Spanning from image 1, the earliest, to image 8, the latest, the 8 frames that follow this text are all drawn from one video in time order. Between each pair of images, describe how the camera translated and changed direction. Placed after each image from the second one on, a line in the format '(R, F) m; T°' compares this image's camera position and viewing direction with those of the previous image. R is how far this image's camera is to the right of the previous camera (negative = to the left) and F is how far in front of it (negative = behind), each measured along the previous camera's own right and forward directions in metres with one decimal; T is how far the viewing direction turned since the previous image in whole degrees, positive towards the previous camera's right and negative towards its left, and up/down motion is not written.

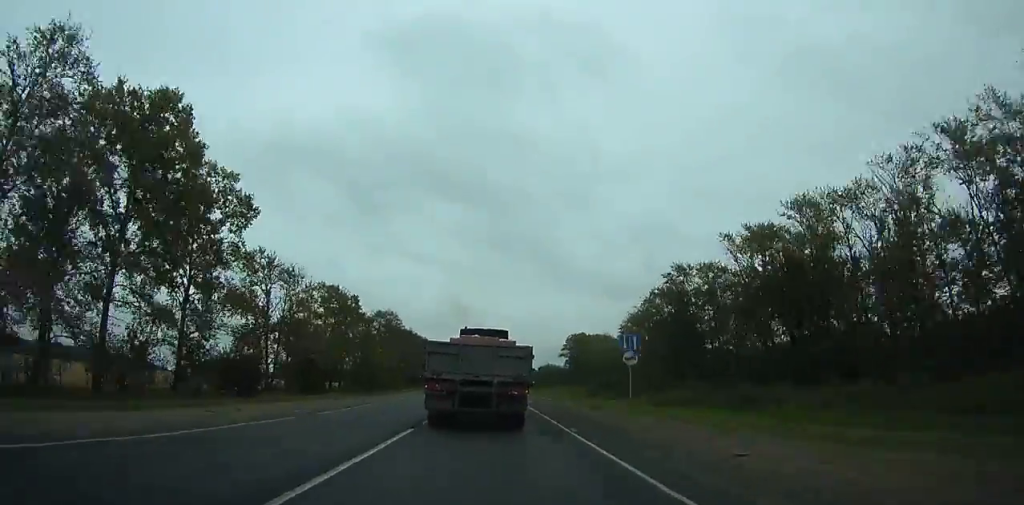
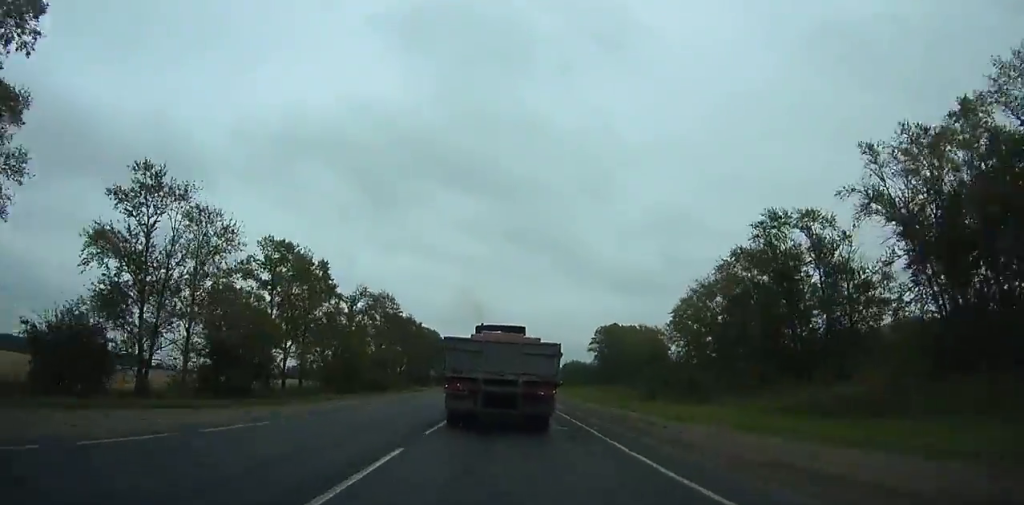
(-0.1, +28.1) m; -1°
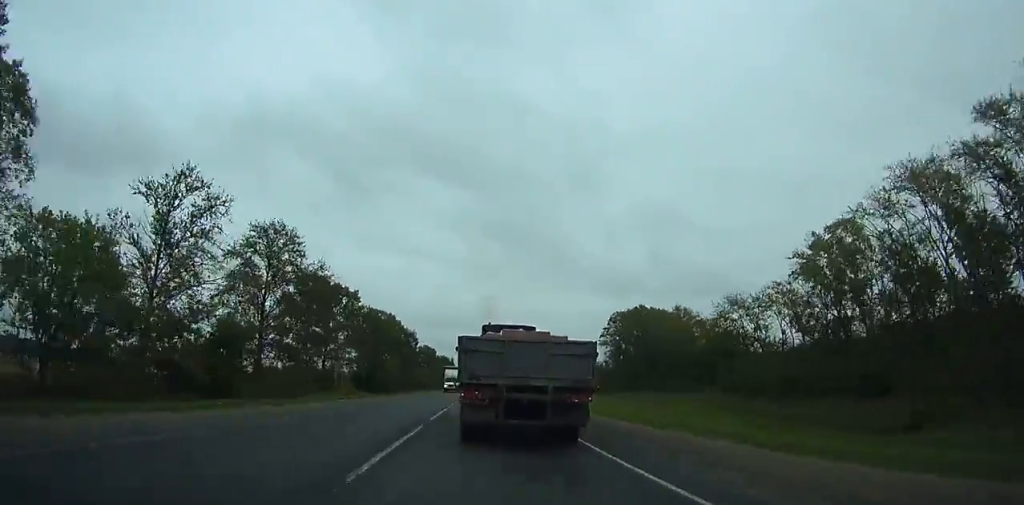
(-0.6, +52.0) m; 0°
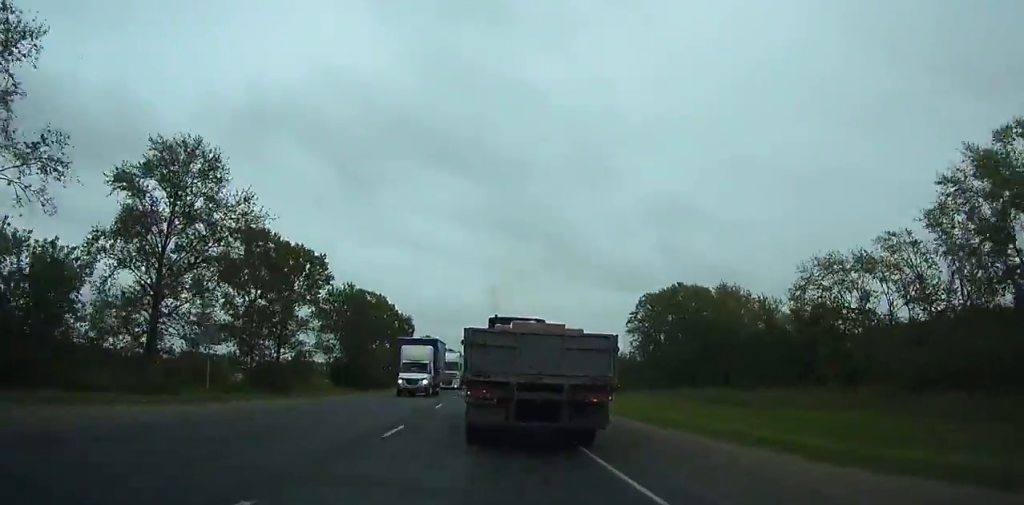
(+0.1, +22.8) m; 0°
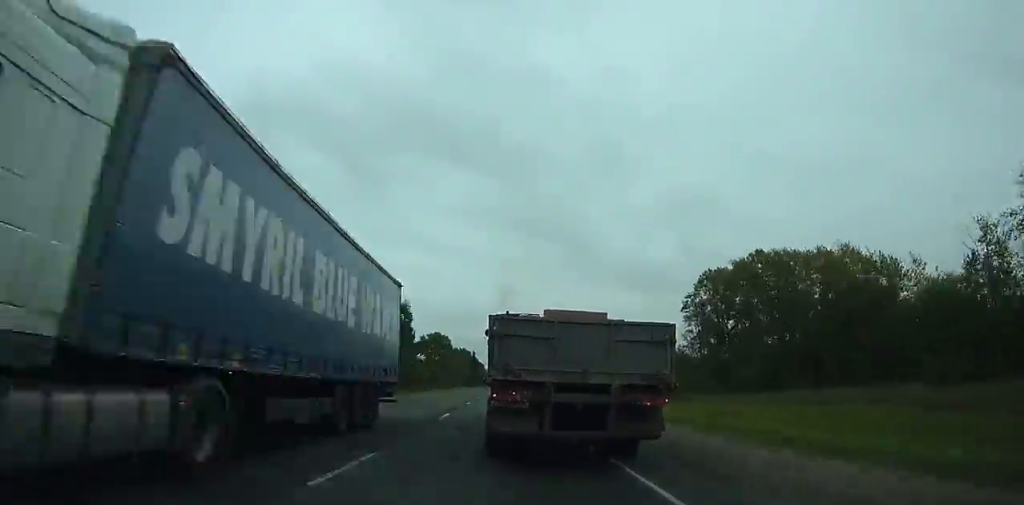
(+0.5, +29.3) m; -1°
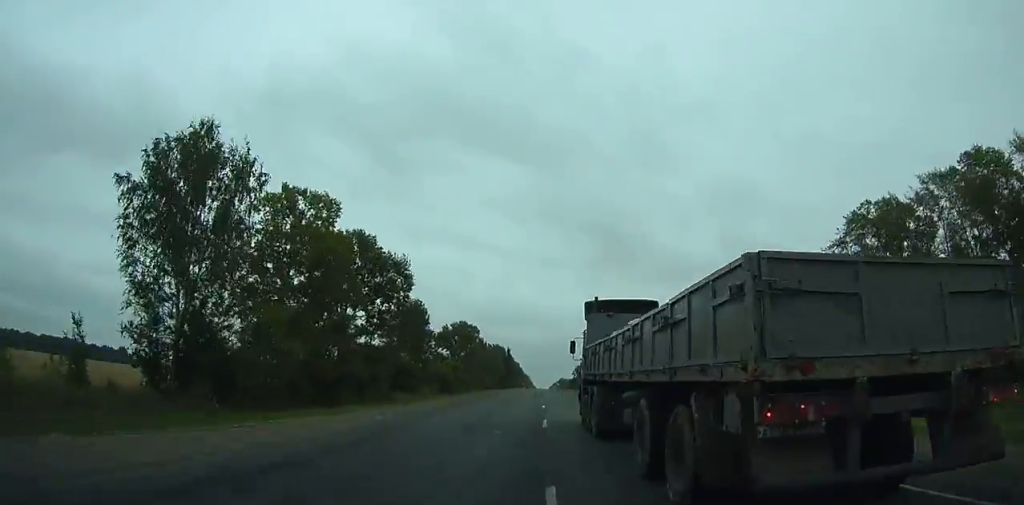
(-1.0, +38.9) m; -1°
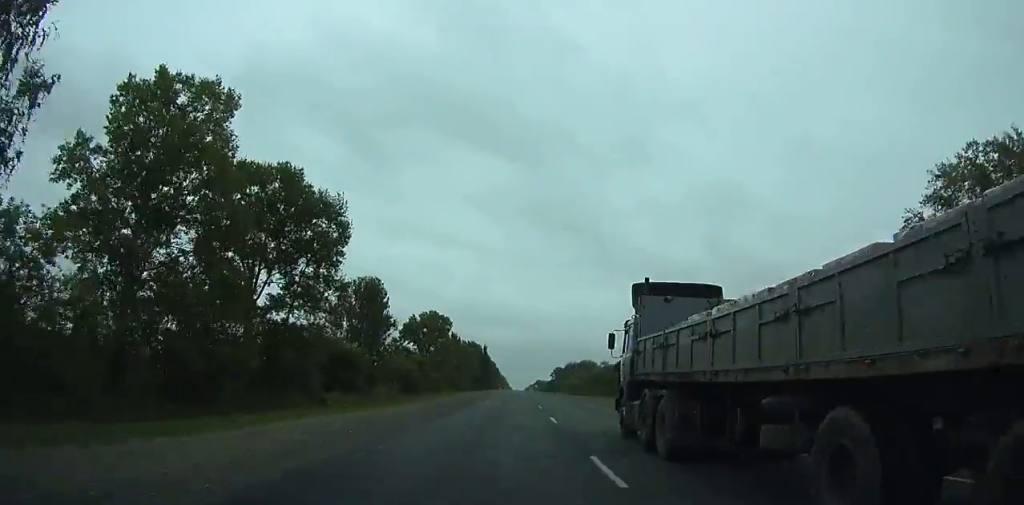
(-0.2, +20.7) m; 0°
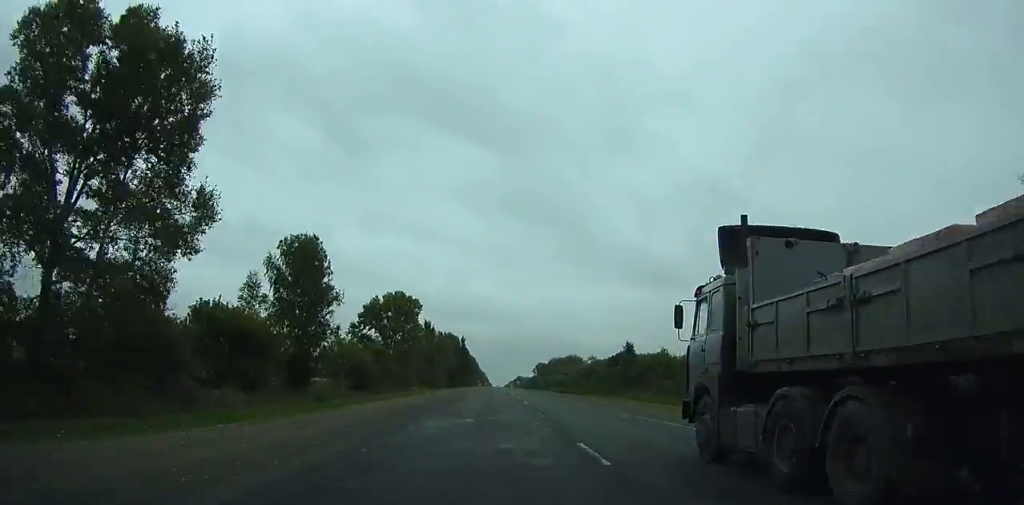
(0.0, +21.6) m; +1°
